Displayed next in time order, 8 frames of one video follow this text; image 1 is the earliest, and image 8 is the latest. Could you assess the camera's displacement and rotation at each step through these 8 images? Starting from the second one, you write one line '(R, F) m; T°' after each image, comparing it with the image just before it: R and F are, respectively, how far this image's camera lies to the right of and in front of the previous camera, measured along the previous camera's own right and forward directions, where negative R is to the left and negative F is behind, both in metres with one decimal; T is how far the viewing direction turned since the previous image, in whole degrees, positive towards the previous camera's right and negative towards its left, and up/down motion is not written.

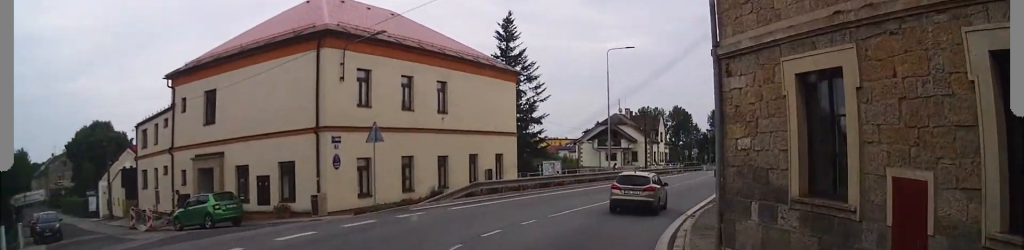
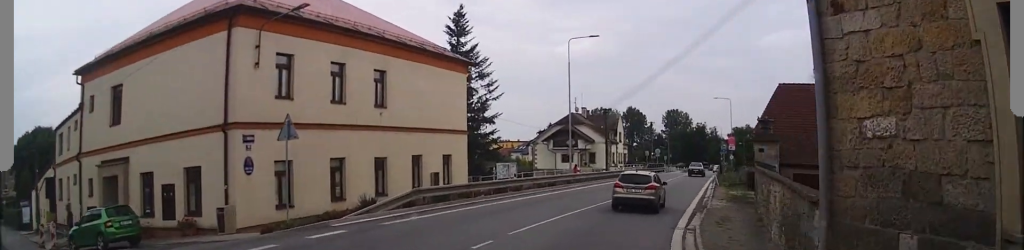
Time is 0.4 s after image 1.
(+0.3, +4.9) m; +3°
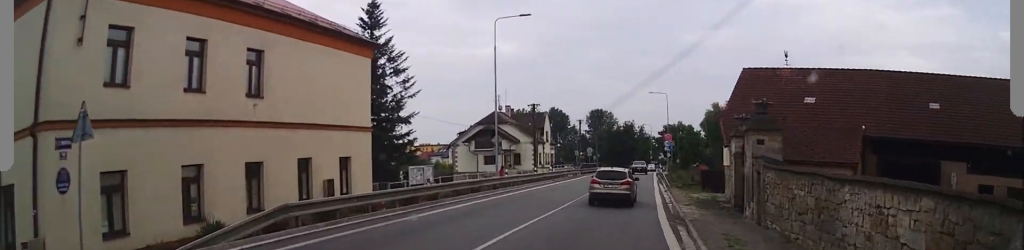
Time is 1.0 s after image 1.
(+0.1, +6.9) m; +4°
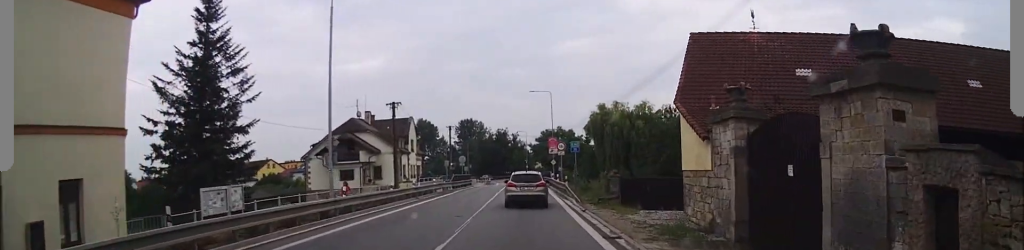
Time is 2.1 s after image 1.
(+0.9, +12.1) m; +9°
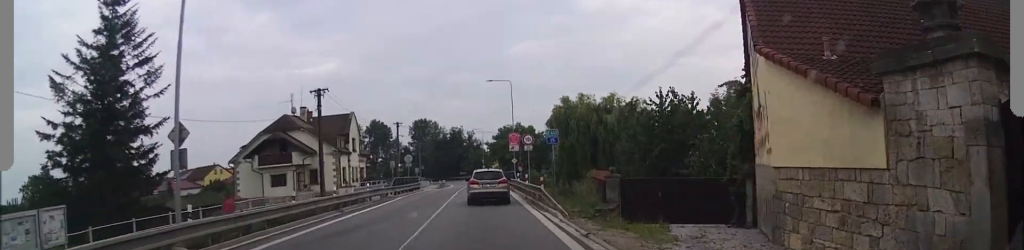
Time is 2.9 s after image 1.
(+0.7, +9.9) m; +5°
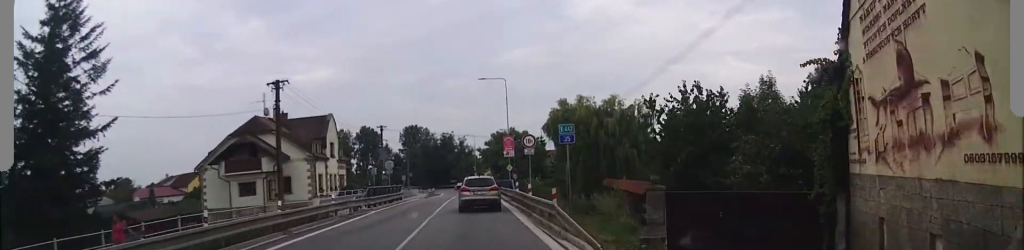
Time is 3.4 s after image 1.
(+0.2, +6.8) m; +1°
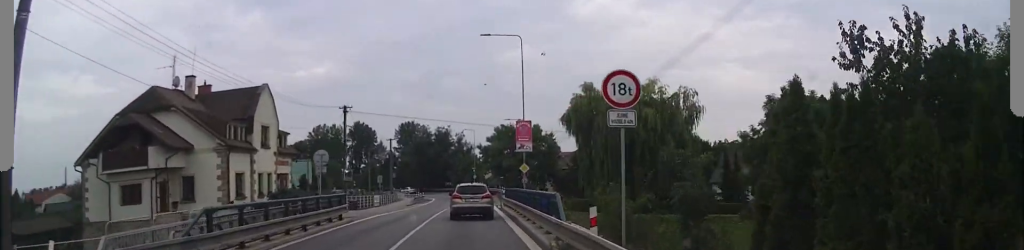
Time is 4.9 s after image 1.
(0.0, +20.7) m; 0°
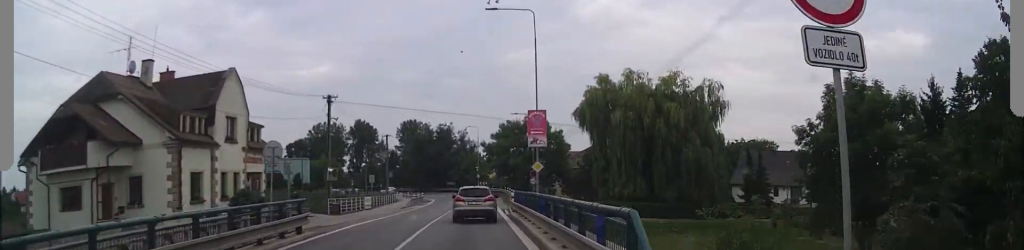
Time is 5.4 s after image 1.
(0.0, +6.9) m; 0°
